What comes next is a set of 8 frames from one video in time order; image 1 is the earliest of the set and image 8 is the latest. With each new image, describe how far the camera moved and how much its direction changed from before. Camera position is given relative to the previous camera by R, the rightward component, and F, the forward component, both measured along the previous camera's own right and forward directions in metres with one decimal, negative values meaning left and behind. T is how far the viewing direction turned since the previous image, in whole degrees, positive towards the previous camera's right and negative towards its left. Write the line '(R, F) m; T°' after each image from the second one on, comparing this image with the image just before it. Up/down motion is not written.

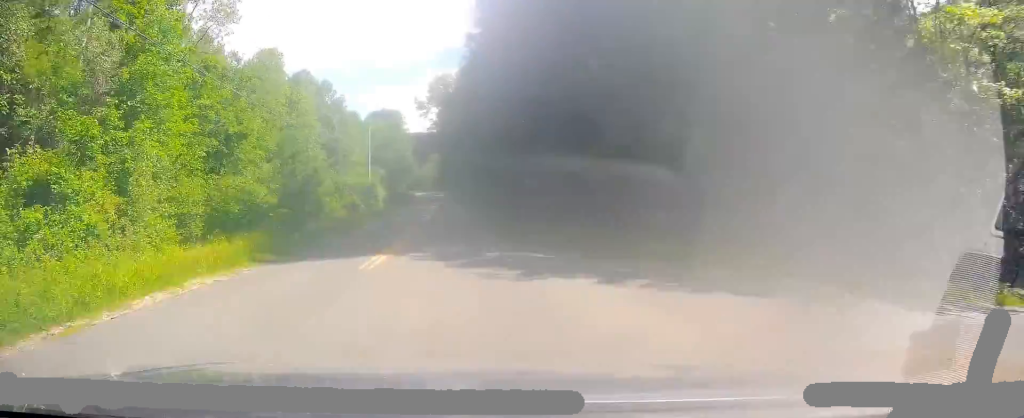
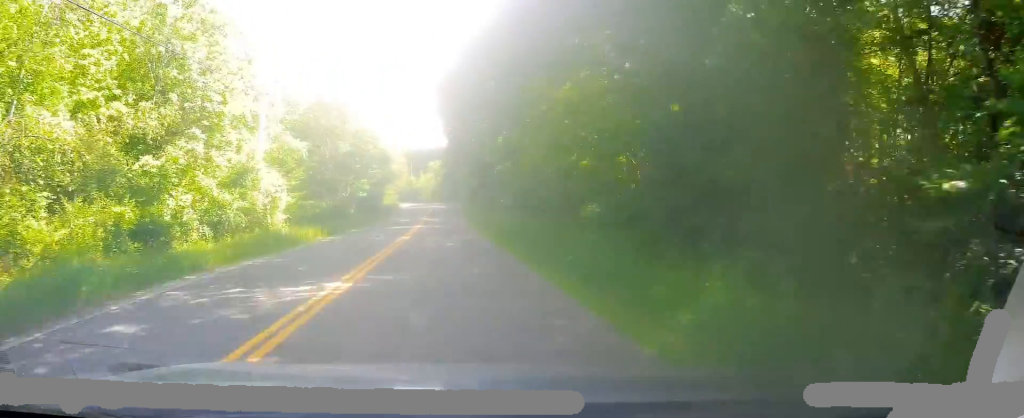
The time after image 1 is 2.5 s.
(+0.1, +46.0) m; +1°
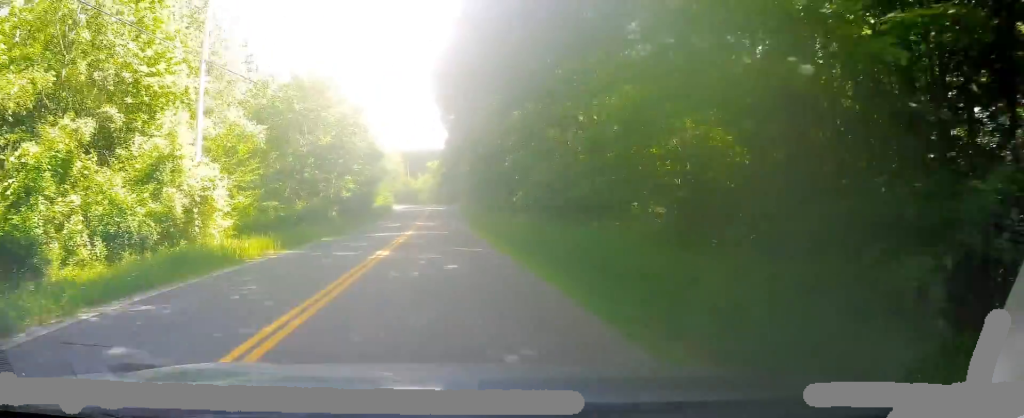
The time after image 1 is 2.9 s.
(0.0, +7.9) m; 0°
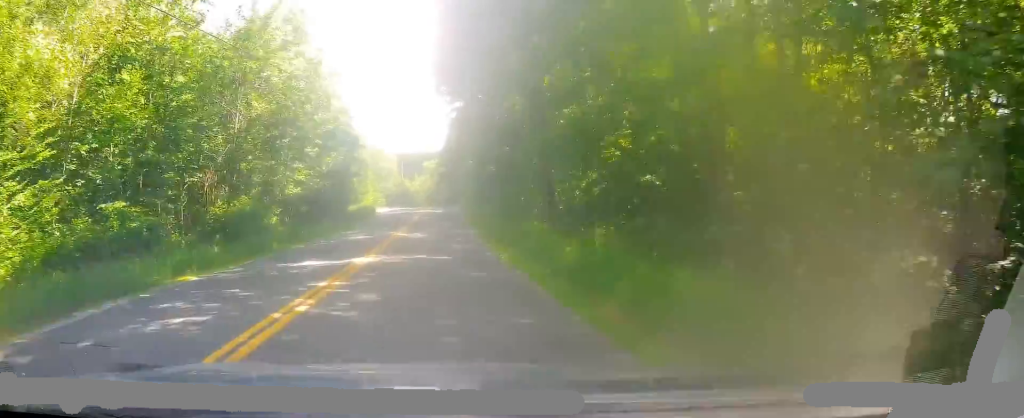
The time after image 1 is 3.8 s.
(0.0, +15.2) m; 0°
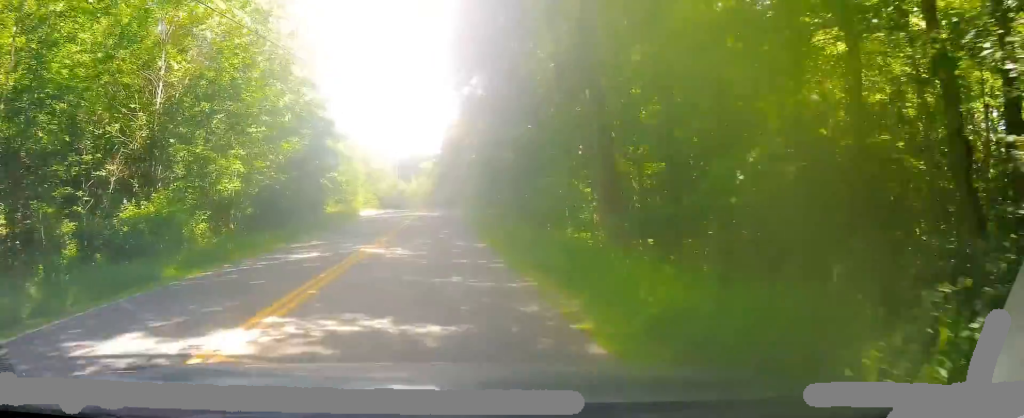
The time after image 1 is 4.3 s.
(0.0, +9.2) m; 0°
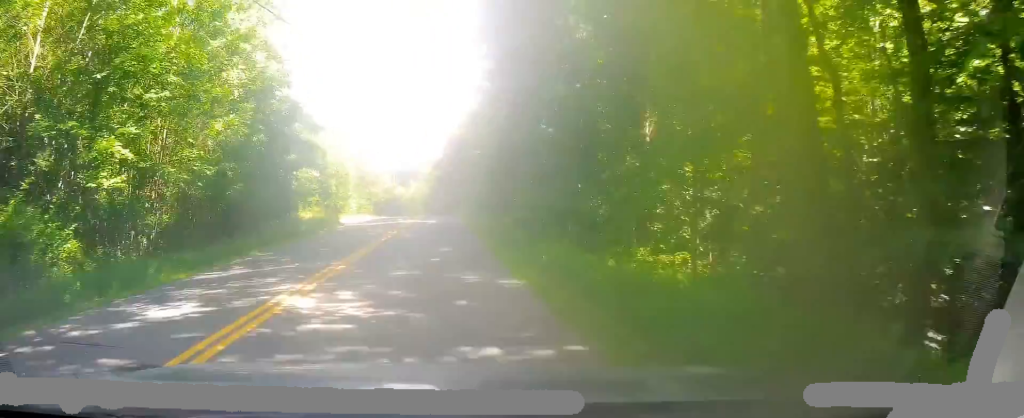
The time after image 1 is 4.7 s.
(0.0, +8.0) m; 0°
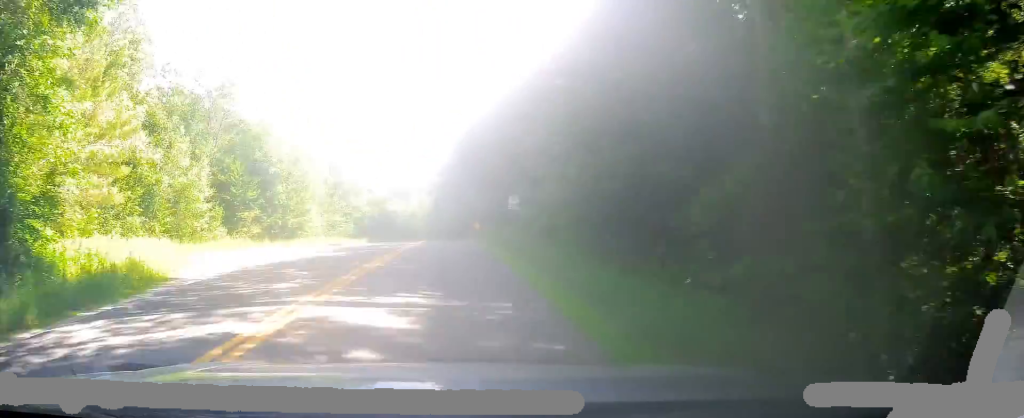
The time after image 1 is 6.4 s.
(-0.3, +30.1) m; -3°
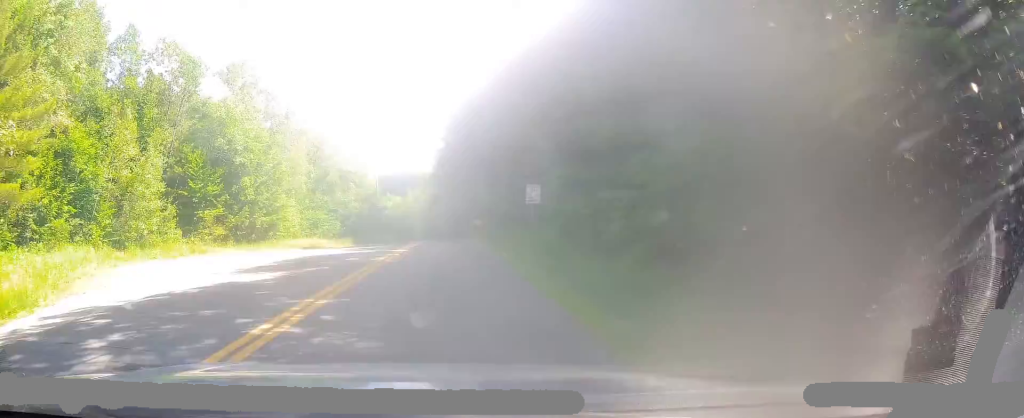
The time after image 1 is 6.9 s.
(-0.1, +8.4) m; -1°
